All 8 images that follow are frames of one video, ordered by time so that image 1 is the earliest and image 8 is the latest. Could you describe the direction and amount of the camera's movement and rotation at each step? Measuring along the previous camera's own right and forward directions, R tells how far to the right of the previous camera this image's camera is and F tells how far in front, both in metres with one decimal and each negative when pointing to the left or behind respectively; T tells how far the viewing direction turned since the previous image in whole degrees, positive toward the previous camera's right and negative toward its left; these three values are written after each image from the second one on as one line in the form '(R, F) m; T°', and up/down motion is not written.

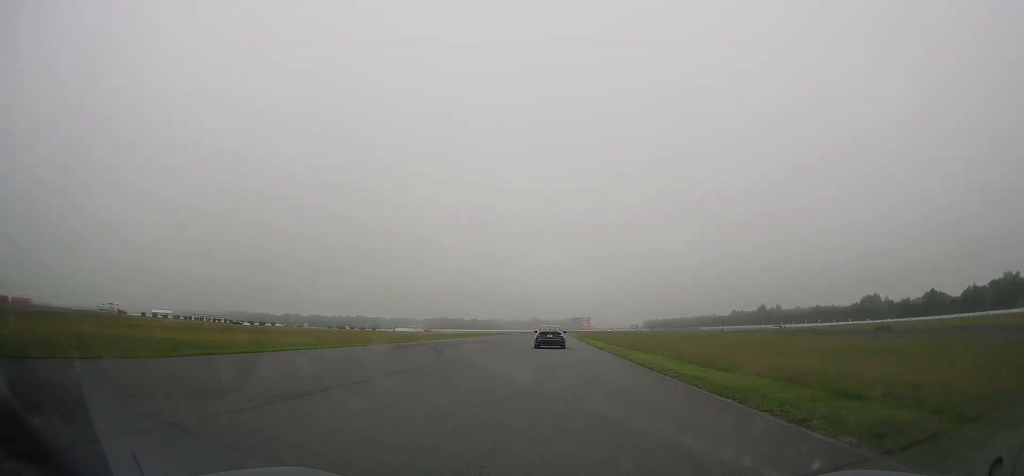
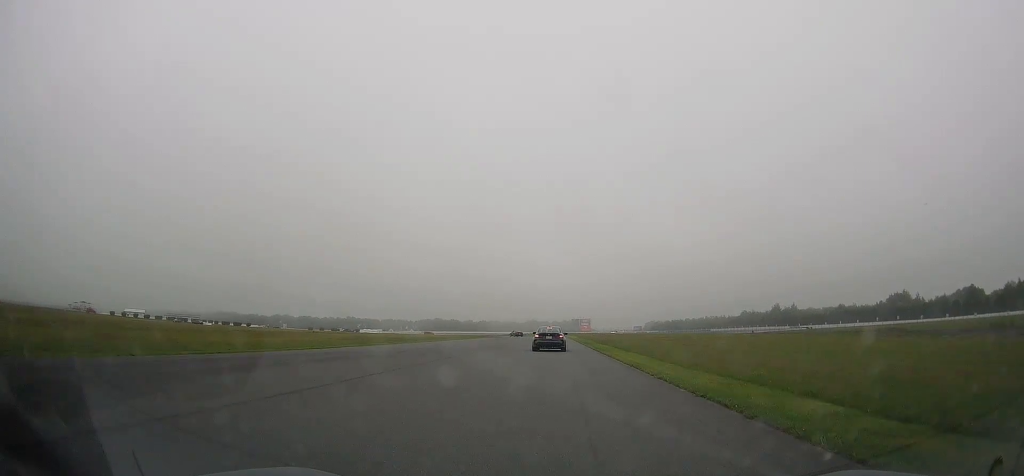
(0.0, +28.7) m; 0°
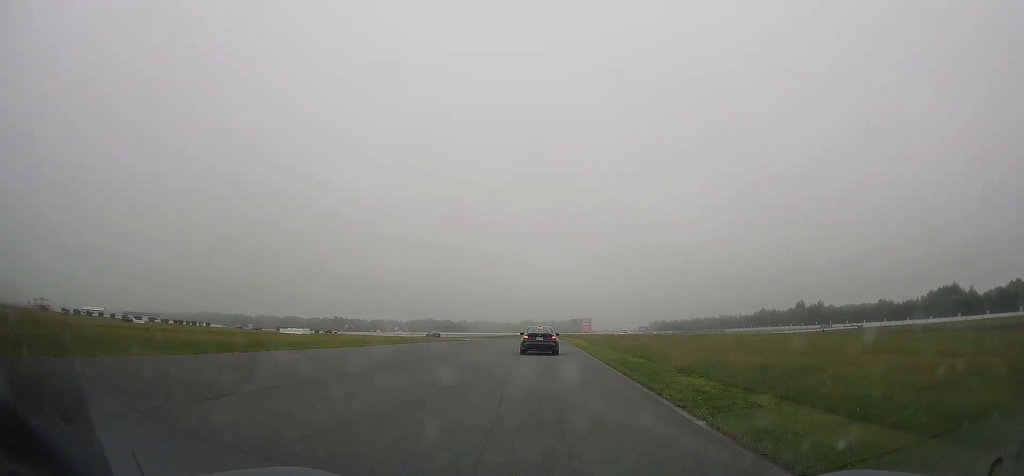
(+0.3, +41.2) m; 0°
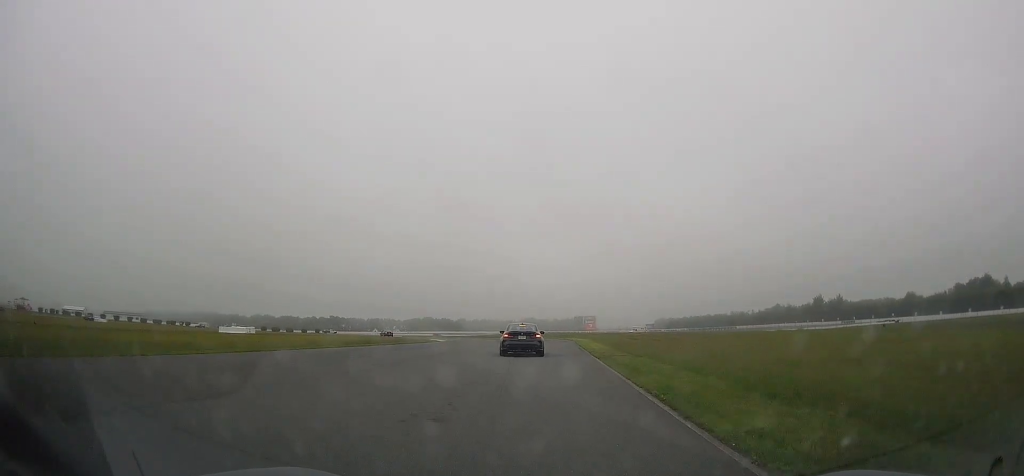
(-0.2, +20.3) m; -1°
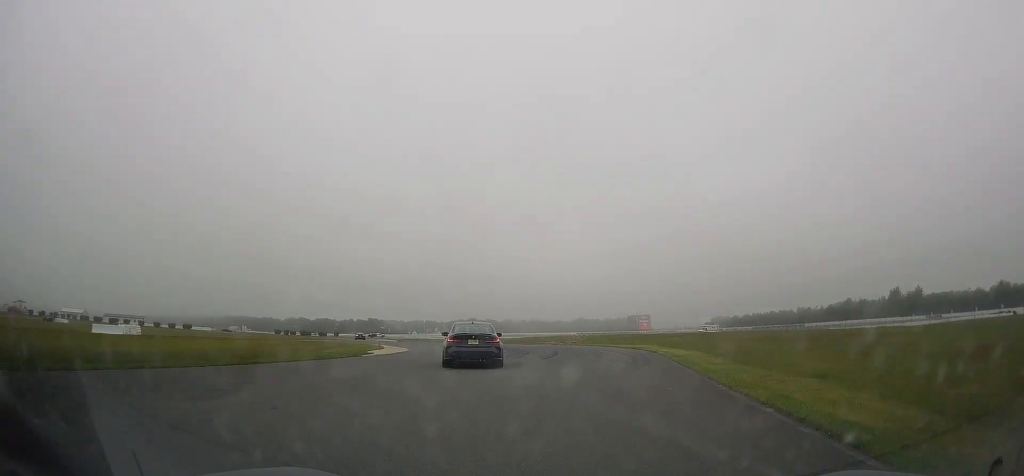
(-0.6, +34.7) m; -5°
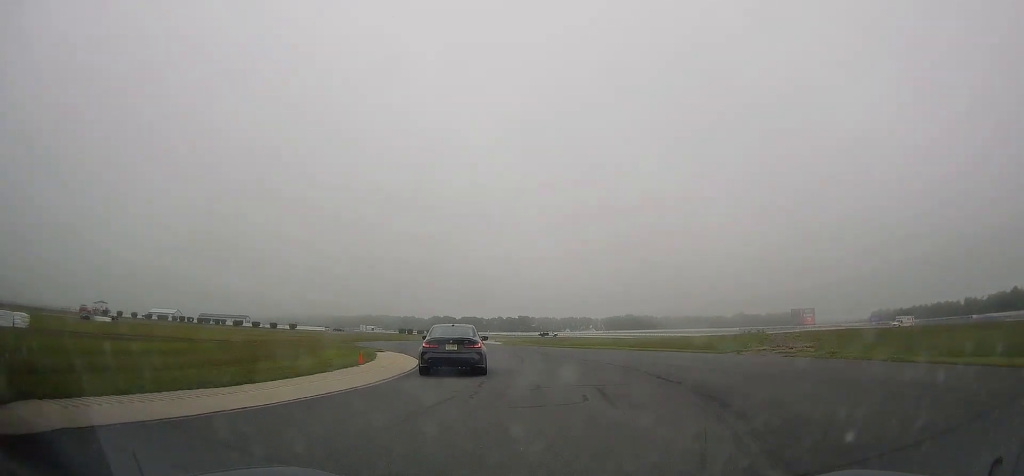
(-2.4, +31.6) m; -13°
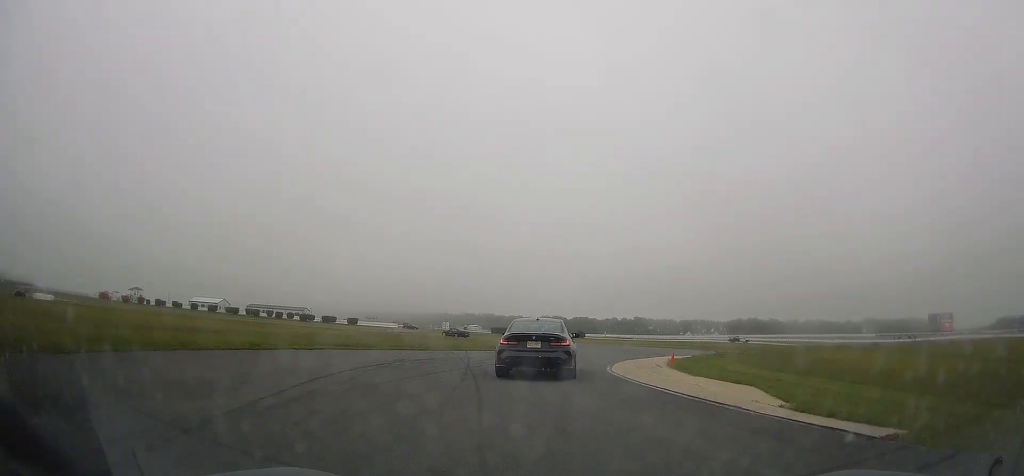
(-8.3, +46.4) m; -12°
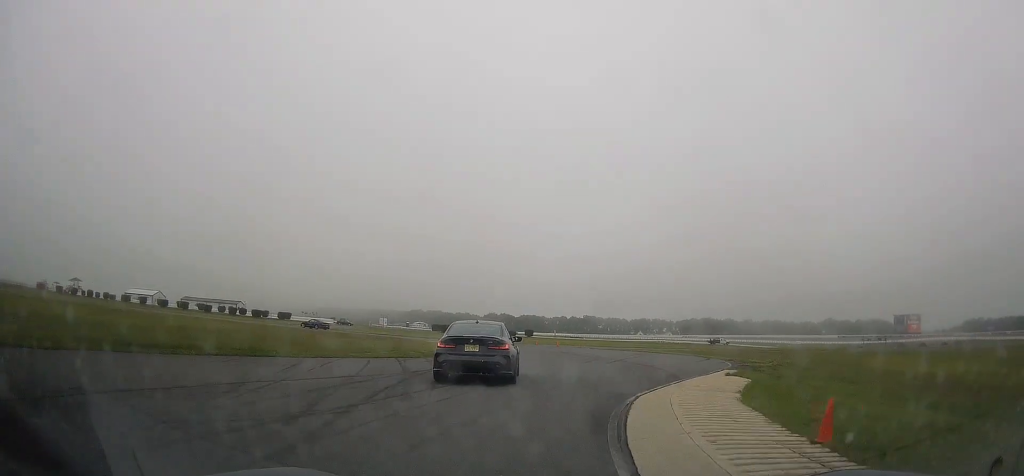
(+0.2, +14.3) m; +1°
